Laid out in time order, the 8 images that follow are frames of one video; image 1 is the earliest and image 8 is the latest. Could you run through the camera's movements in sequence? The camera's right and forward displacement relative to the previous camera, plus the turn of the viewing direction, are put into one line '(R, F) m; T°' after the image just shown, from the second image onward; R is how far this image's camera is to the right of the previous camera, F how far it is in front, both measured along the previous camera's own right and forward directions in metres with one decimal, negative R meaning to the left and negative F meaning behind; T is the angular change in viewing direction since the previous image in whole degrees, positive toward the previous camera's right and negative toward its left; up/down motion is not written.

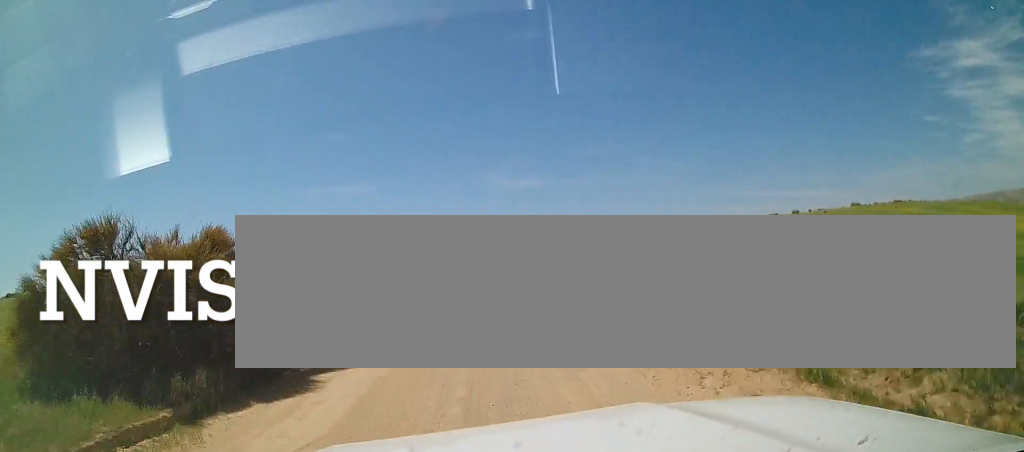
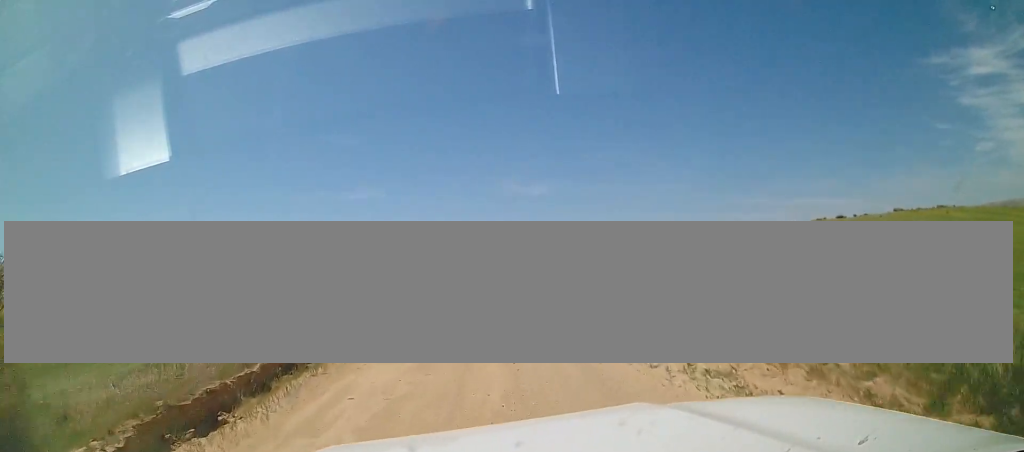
(+0.1, +7.5) m; 0°
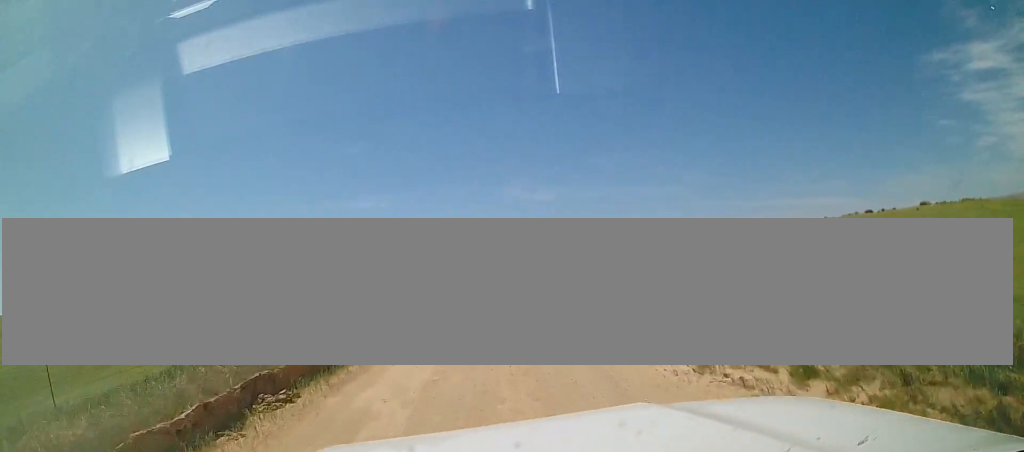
(0.0, +4.8) m; -1°
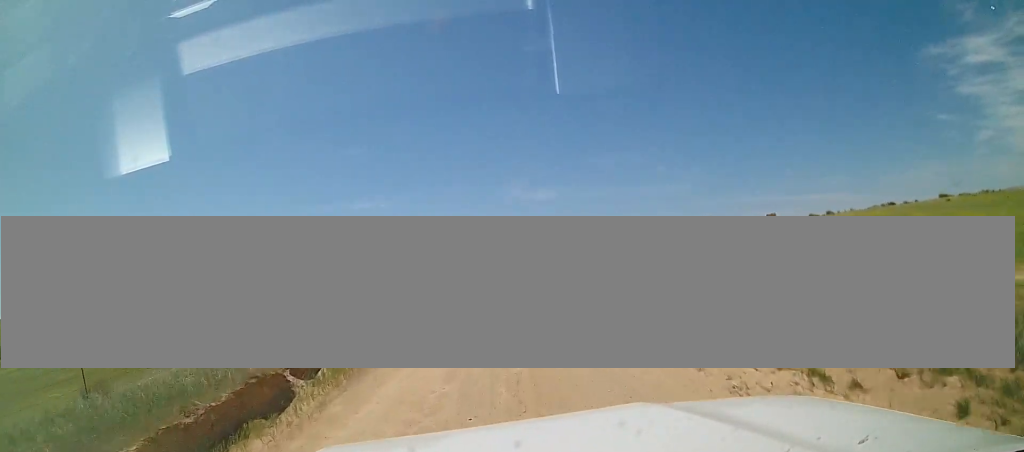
(+0.1, +4.2) m; -2°
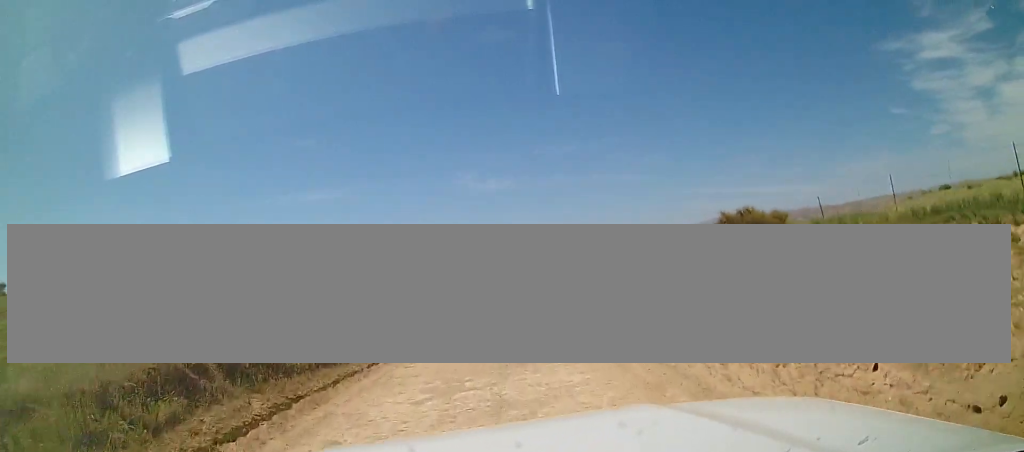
(+1.2, +26.7) m; +6°
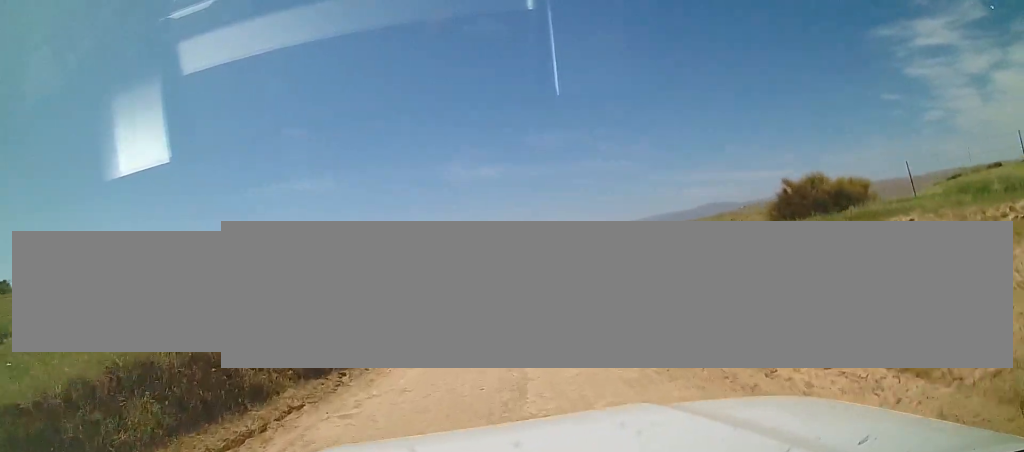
(0.0, +5.1) m; 0°
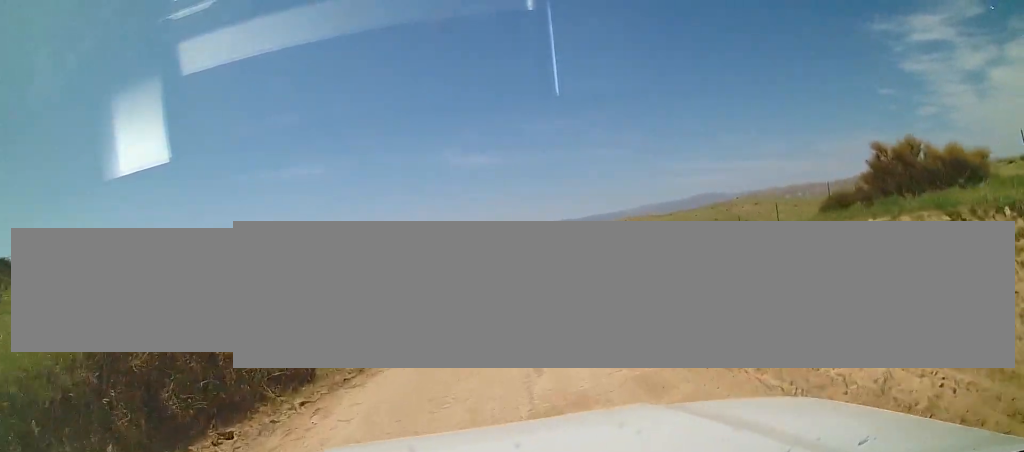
(+0.3, +4.5) m; 0°
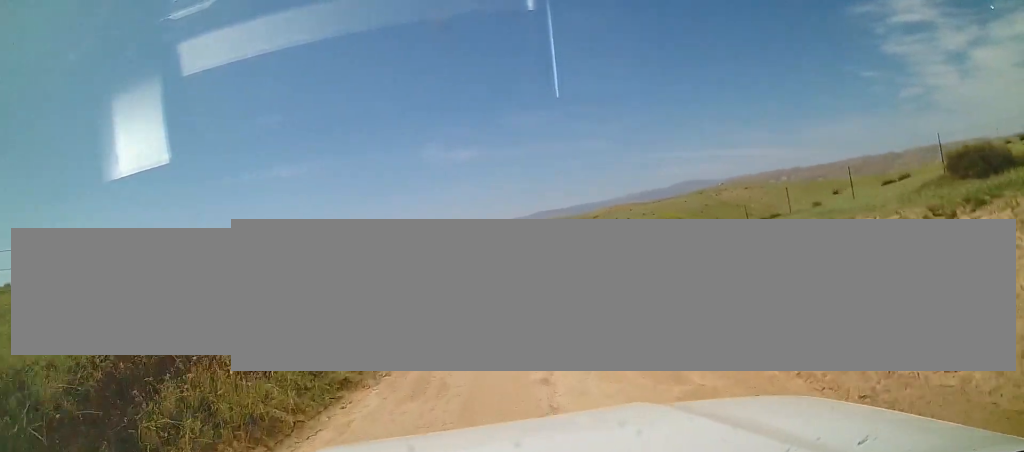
(-0.1, +6.7) m; 0°
